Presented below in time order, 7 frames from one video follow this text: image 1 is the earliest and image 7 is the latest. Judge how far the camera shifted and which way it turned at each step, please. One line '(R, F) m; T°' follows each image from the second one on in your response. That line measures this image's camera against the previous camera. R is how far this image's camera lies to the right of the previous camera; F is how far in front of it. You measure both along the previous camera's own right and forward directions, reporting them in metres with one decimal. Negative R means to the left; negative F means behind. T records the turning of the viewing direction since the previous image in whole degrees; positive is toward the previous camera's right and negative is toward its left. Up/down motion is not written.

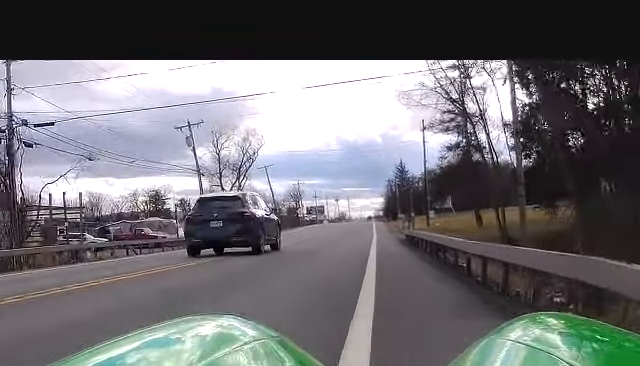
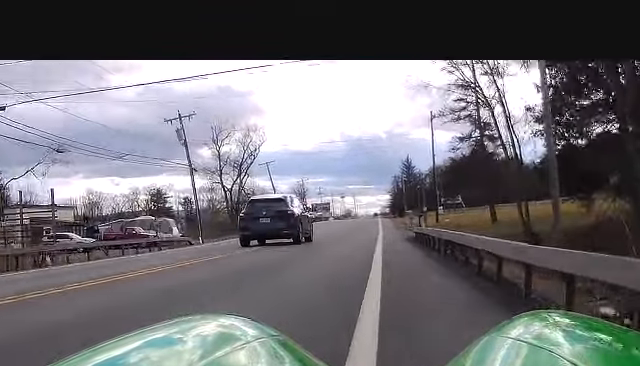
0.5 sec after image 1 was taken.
(0.0, +4.6) m; 0°
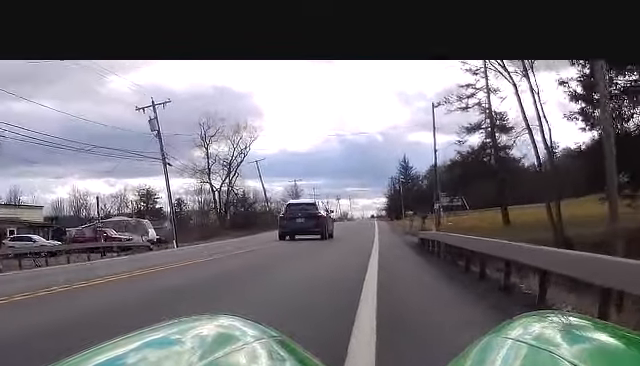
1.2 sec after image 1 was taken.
(0.0, +6.4) m; 0°
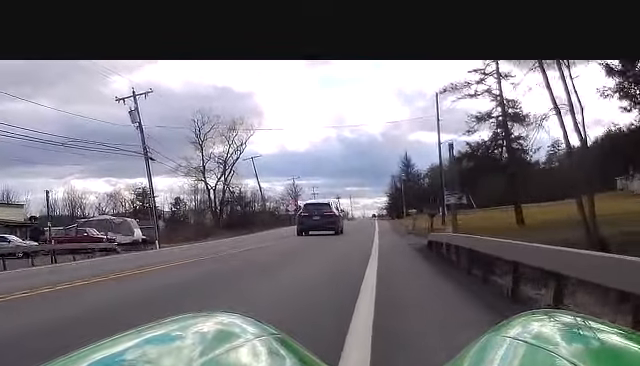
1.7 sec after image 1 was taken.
(0.0, +4.3) m; 0°
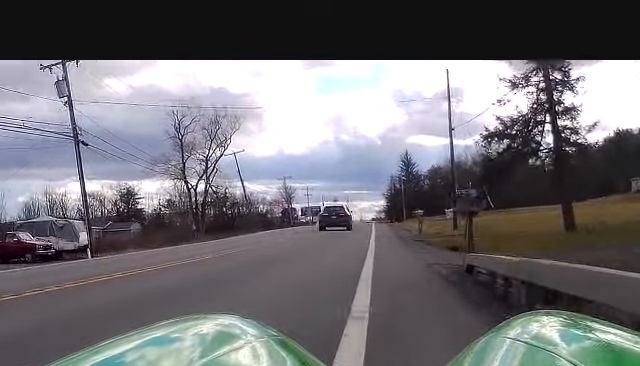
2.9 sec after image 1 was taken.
(-0.1, +11.4) m; +2°
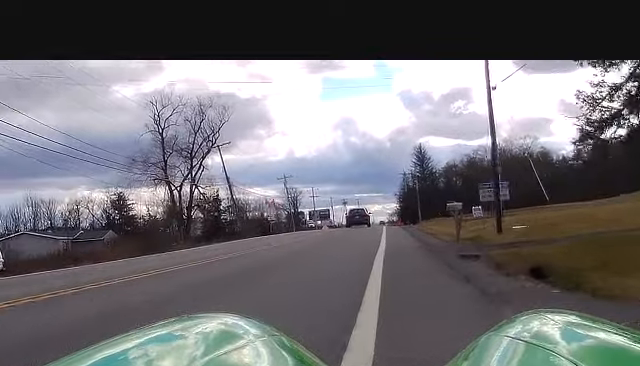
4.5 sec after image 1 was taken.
(+1.3, +10.6) m; -2°
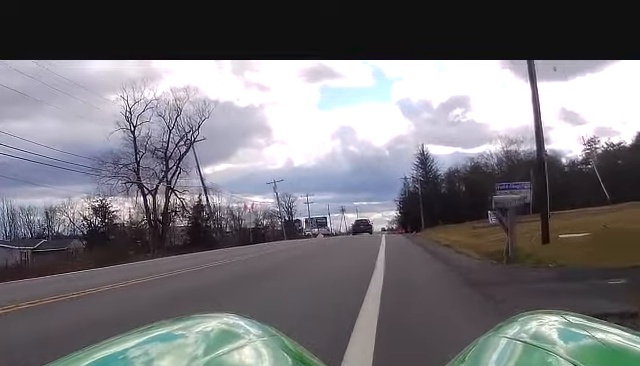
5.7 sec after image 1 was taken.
(-1.9, +12.8) m; -4°
